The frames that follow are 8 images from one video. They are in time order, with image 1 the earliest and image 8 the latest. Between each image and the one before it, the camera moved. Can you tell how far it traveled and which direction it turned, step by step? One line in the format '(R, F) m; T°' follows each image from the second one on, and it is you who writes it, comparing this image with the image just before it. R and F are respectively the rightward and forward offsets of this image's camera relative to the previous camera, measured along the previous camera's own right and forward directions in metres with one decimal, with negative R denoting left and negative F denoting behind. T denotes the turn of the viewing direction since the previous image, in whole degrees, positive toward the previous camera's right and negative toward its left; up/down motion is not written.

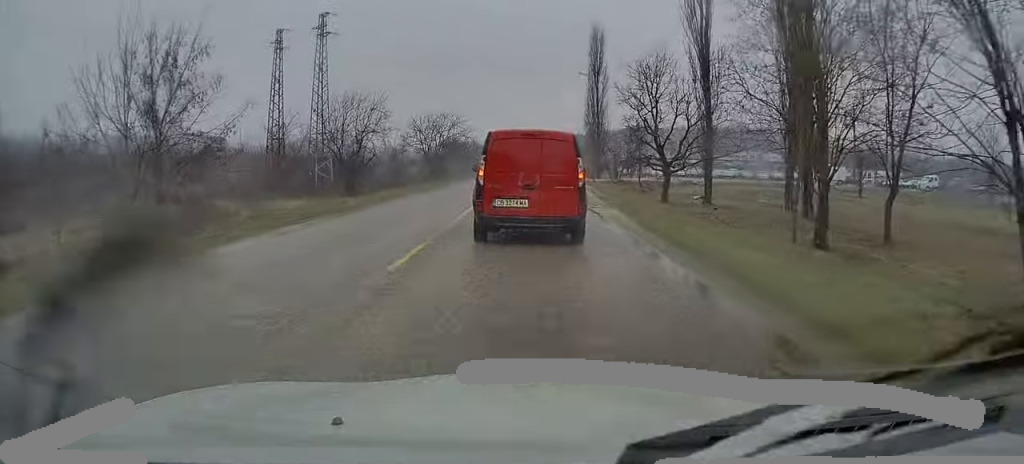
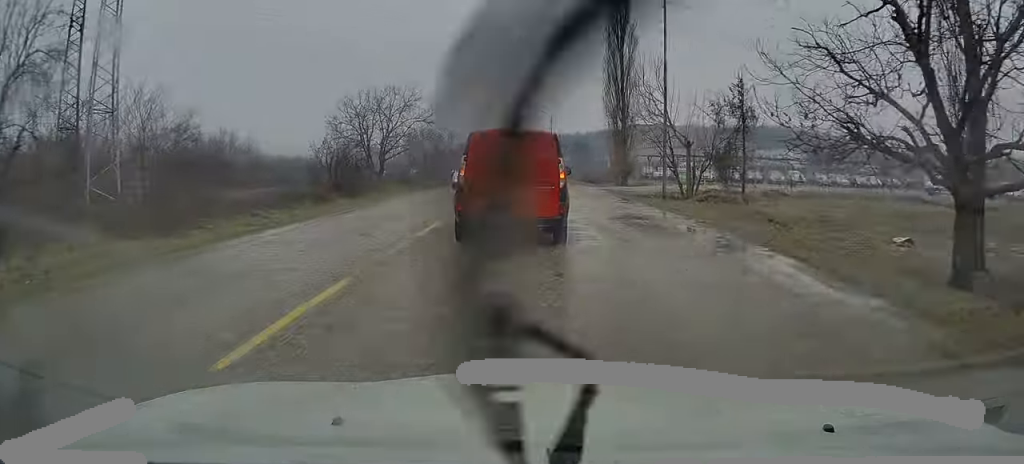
(0.0, +28.6) m; 0°
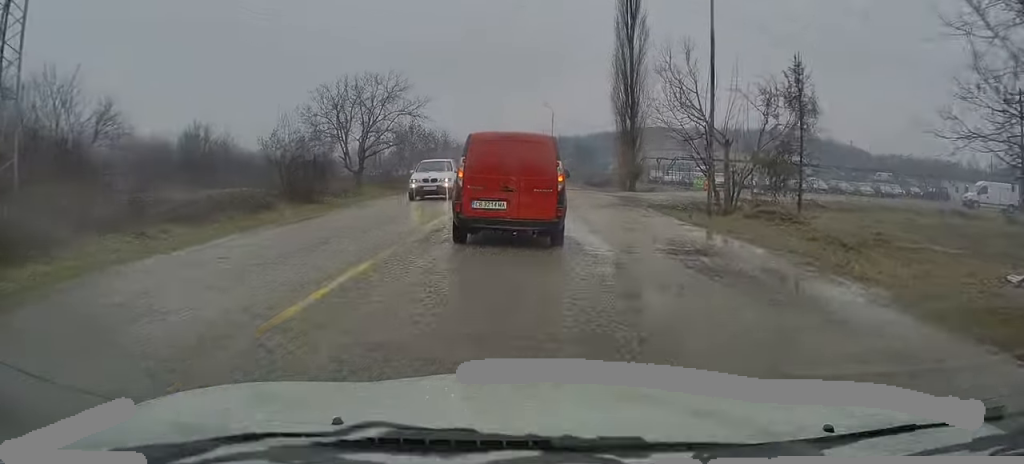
(0.0, +6.3) m; 0°
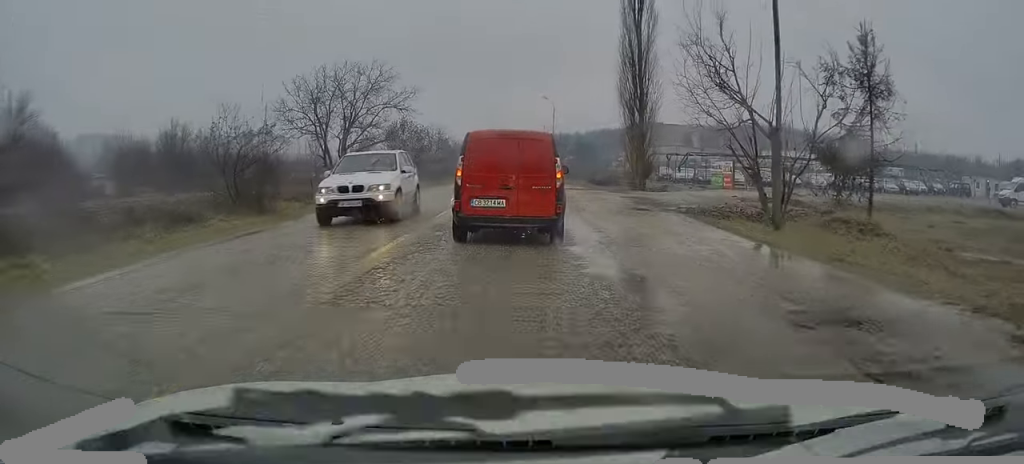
(0.0, +5.0) m; 0°
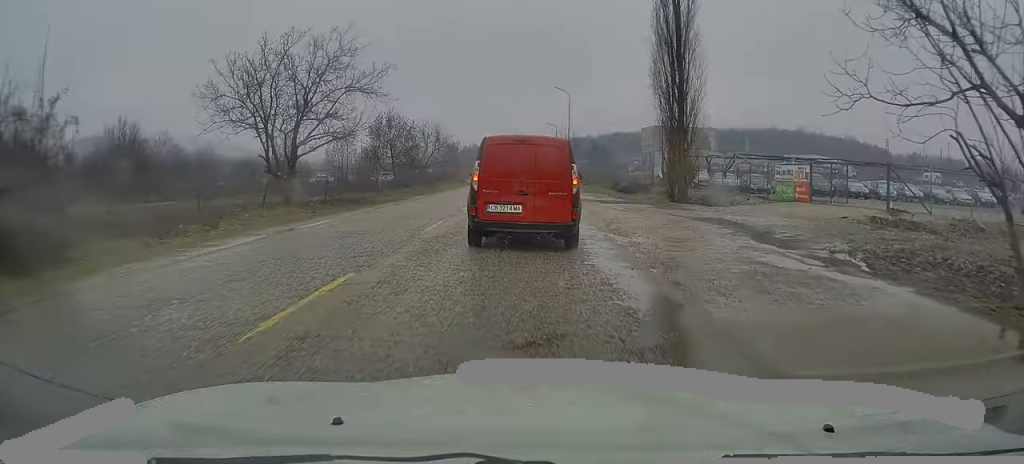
(0.0, +11.3) m; -1°
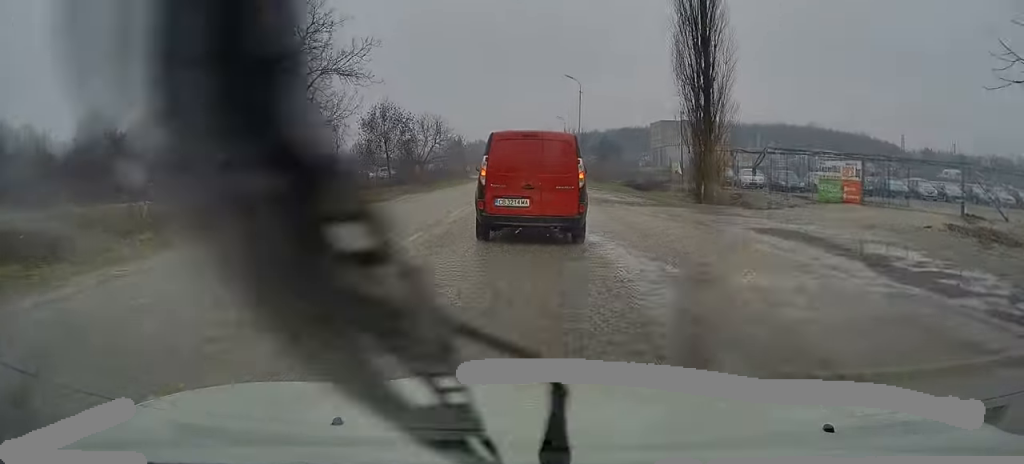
(0.0, +5.0) m; -1°
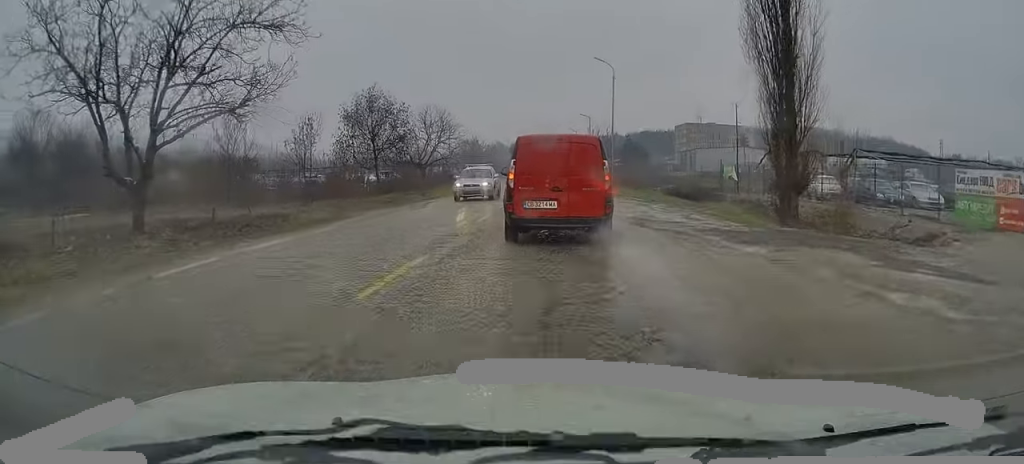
(-0.2, +10.3) m; -2°
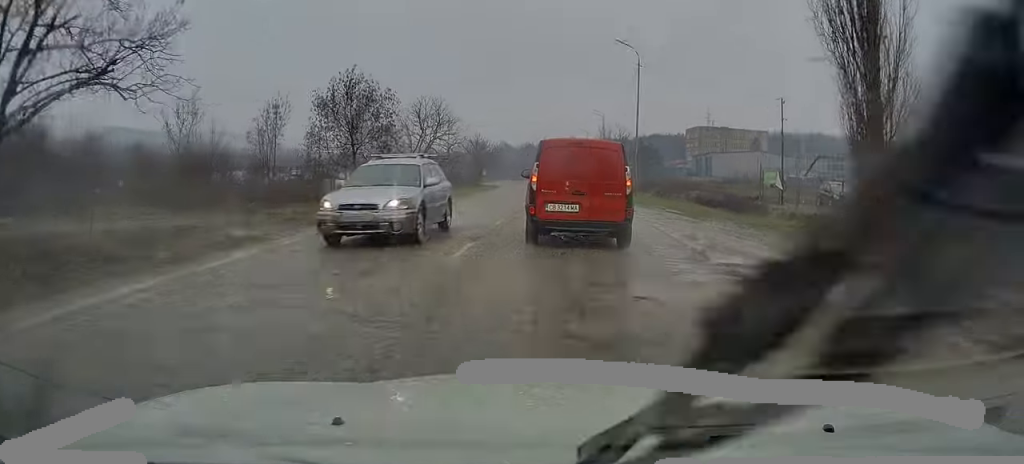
(0.0, +7.0) m; -1°
